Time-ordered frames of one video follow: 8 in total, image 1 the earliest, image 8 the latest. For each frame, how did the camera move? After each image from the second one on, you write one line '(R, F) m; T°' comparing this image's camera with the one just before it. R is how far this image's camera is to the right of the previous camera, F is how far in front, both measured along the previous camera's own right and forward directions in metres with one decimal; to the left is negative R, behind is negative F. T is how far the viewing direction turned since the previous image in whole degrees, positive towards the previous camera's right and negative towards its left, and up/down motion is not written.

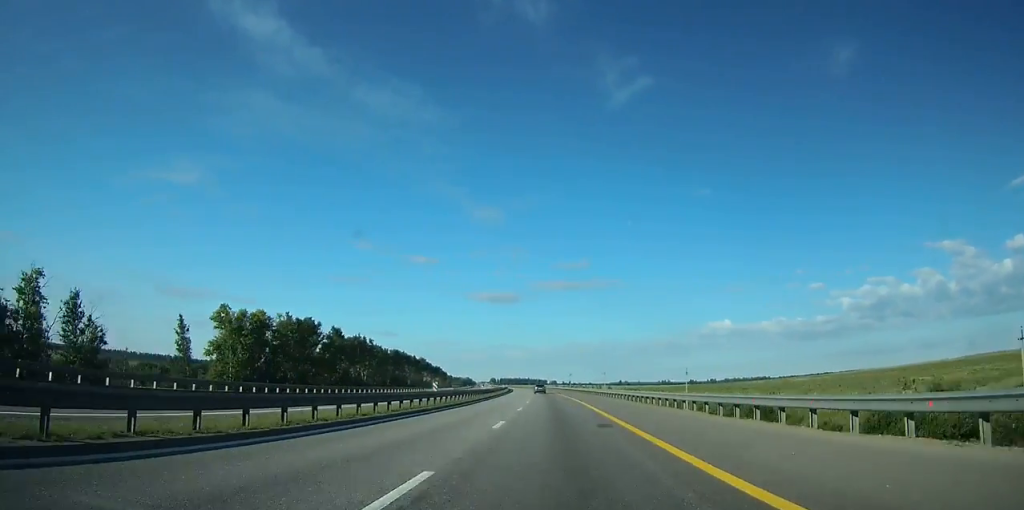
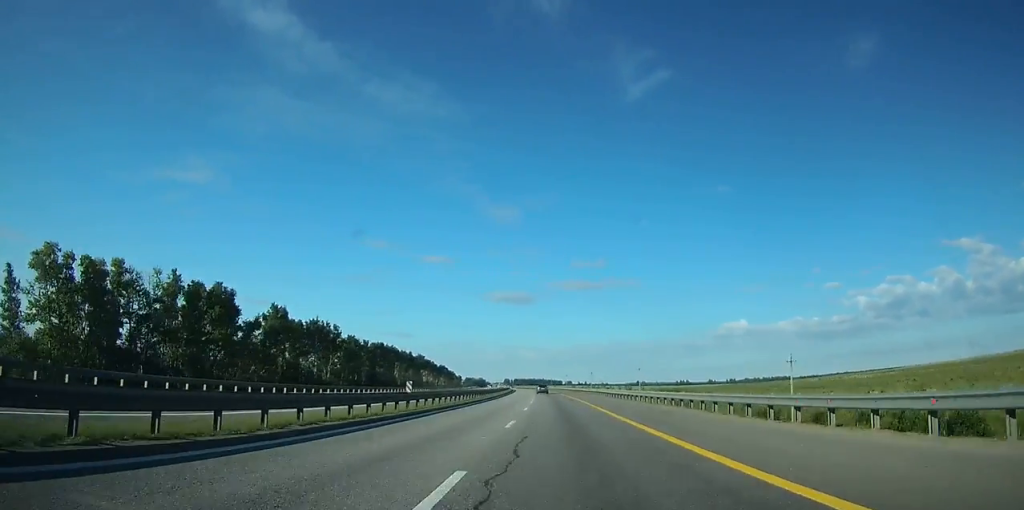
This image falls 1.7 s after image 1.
(-0.9, +47.3) m; -1°
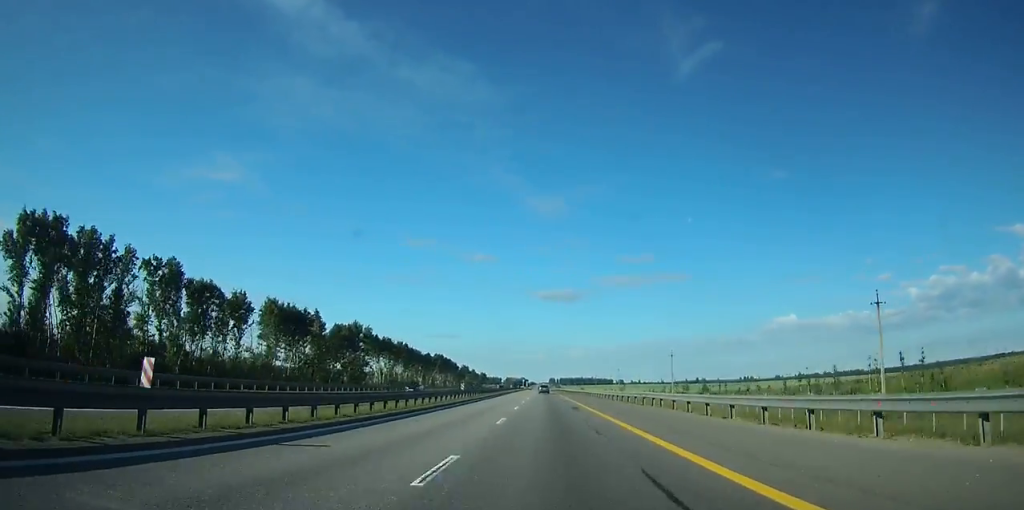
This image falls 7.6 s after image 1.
(-6.7, +168.4) m; -4°
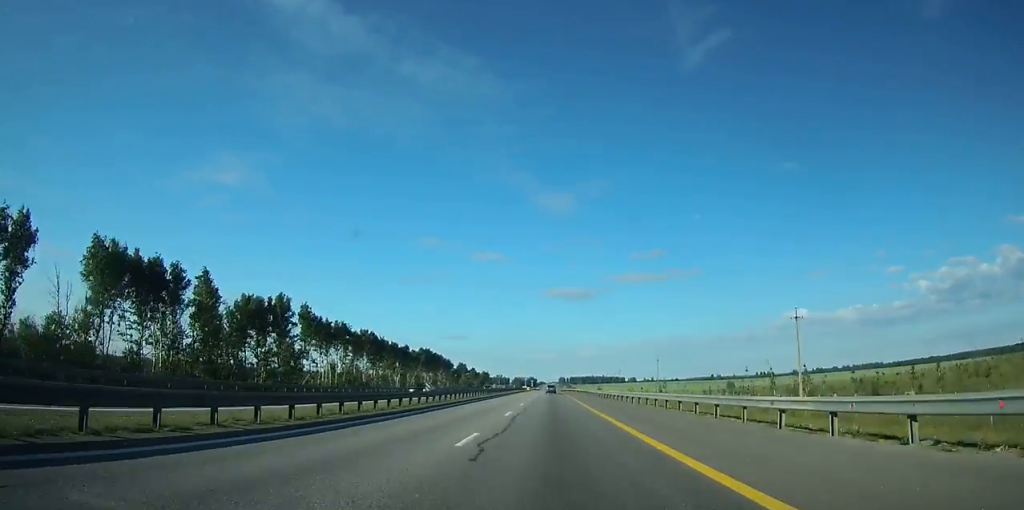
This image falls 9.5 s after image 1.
(-0.4, +55.2) m; -1°
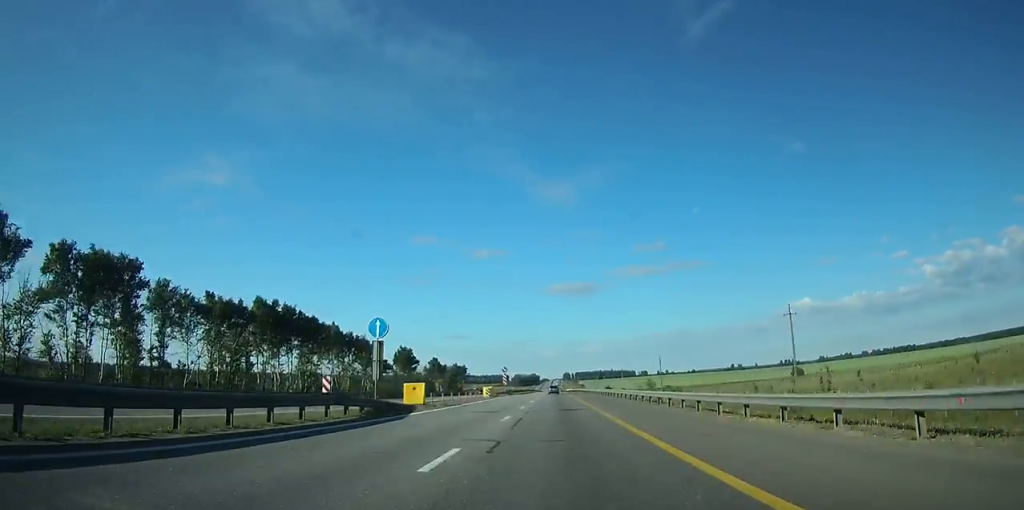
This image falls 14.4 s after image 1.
(-0.9, +143.7) m; 0°
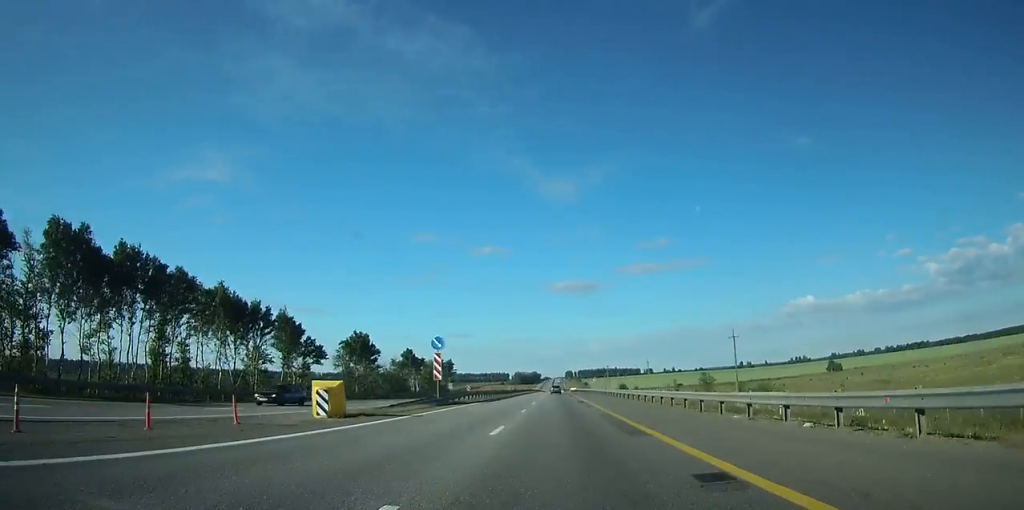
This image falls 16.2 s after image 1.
(0.0, +51.8) m; 0°
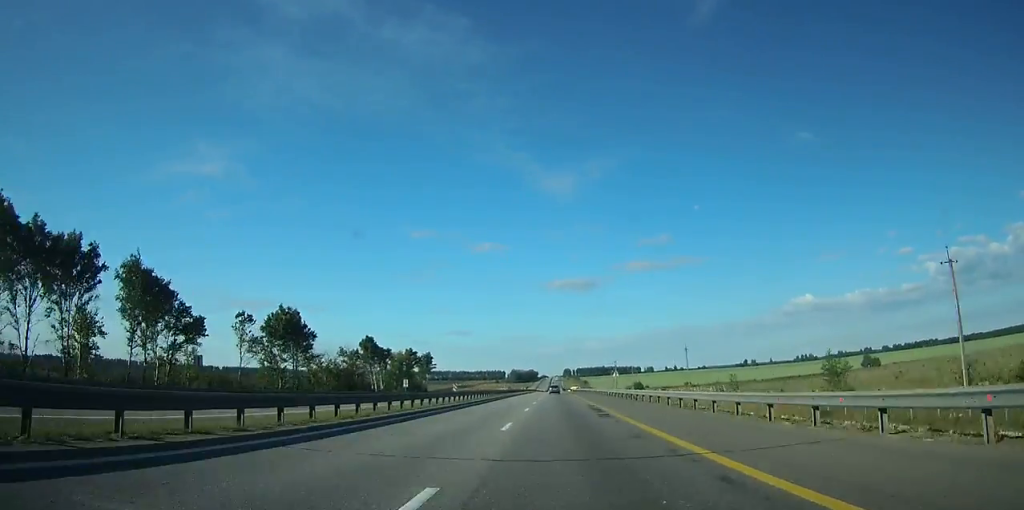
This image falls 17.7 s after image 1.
(-0.1, +45.6) m; 0°
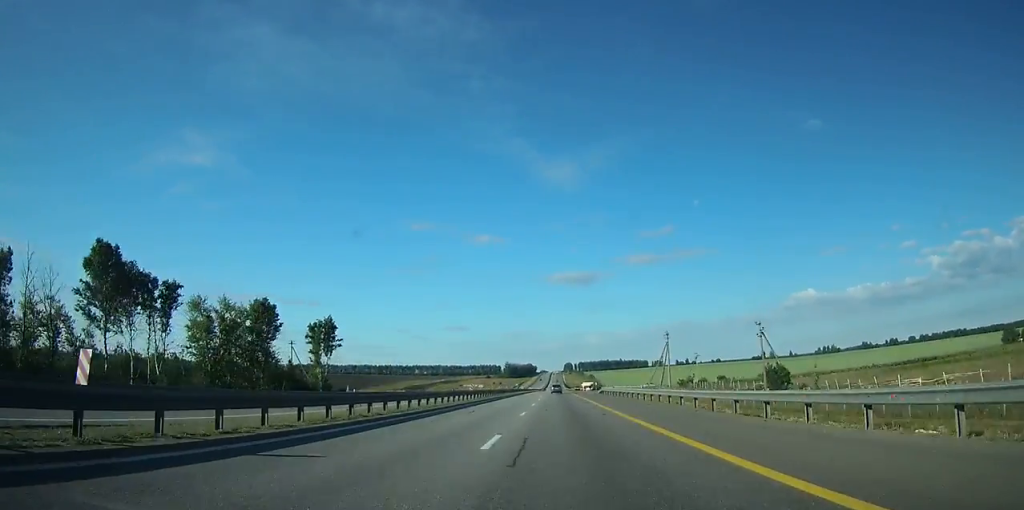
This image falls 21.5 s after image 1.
(+0.1, +112.4) m; 0°
